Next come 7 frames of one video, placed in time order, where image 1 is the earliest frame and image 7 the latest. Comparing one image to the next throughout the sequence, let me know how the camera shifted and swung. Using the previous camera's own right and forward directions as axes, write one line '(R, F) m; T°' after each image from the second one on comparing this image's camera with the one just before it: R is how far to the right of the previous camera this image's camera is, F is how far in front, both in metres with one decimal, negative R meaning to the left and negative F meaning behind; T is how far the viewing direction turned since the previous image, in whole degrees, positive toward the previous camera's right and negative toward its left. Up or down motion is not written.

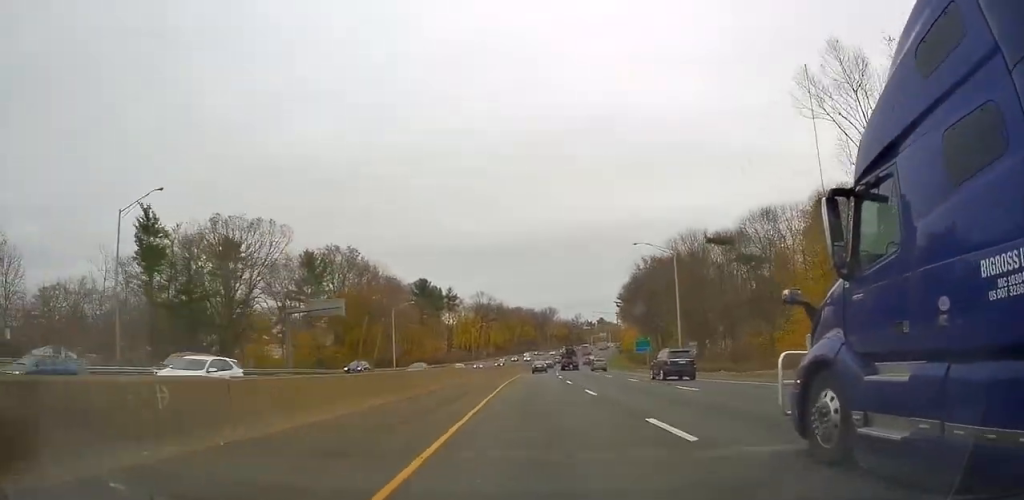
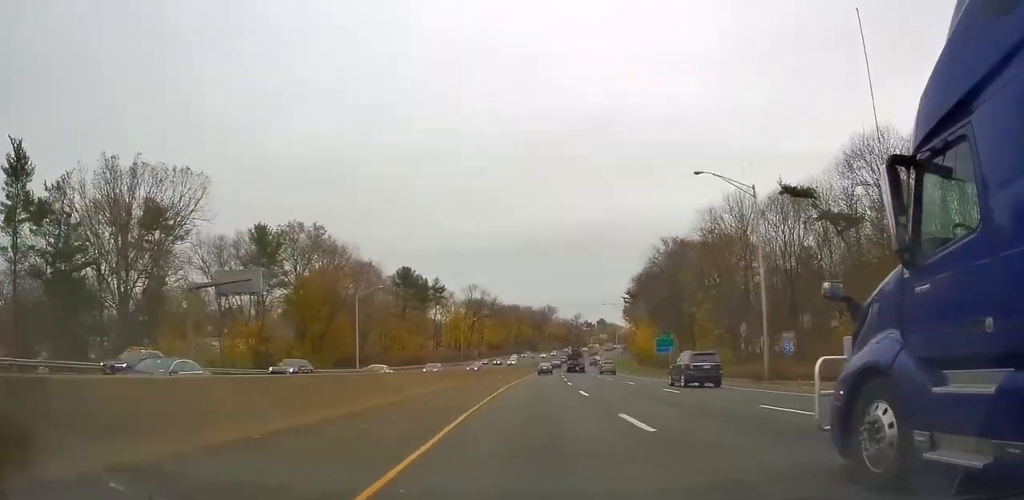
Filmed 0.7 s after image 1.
(+0.2, +21.9) m; 0°
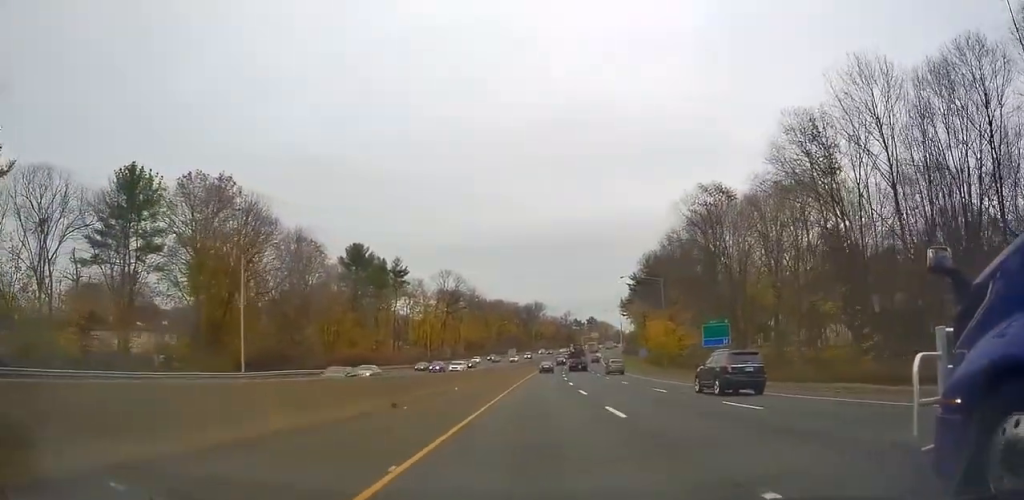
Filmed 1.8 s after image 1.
(-0.2, +33.1) m; 0°
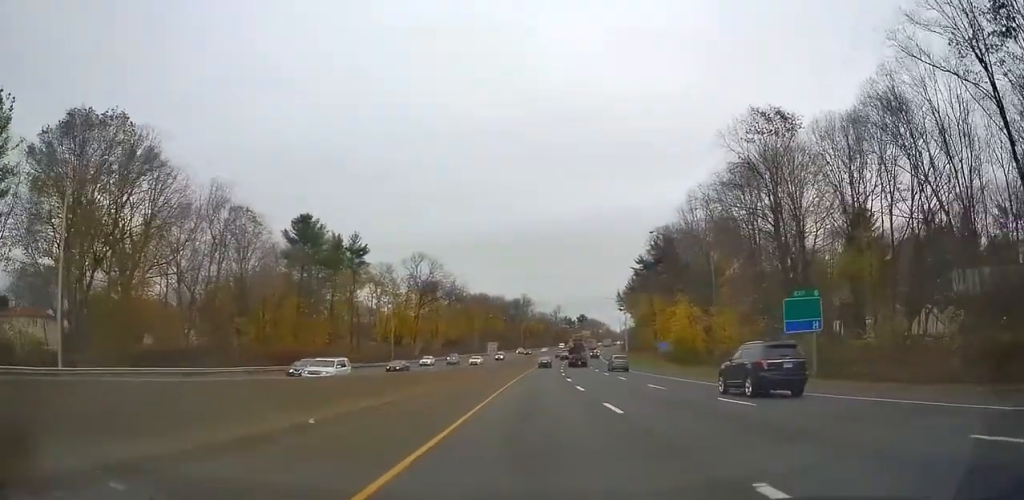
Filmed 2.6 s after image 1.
(+0.1, +23.9) m; +1°
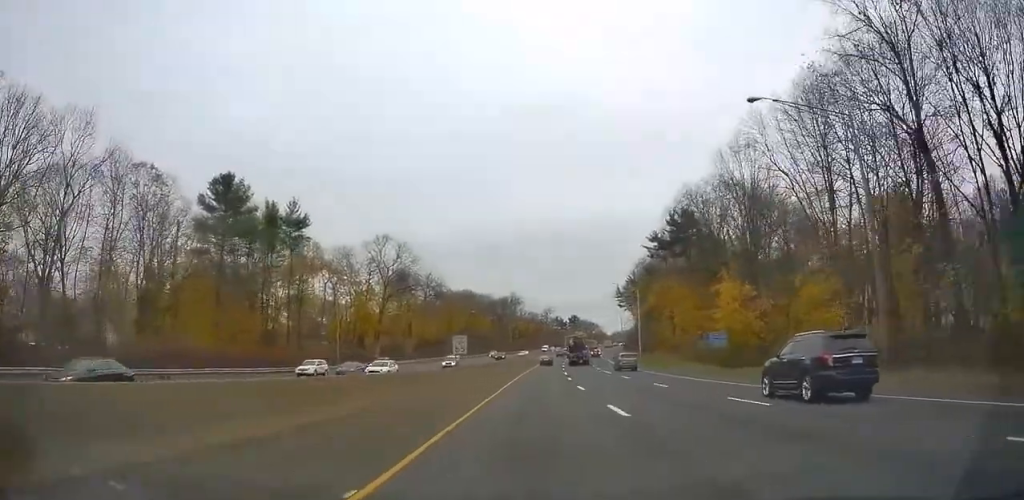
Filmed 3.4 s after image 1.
(+0.3, +24.8) m; +1°
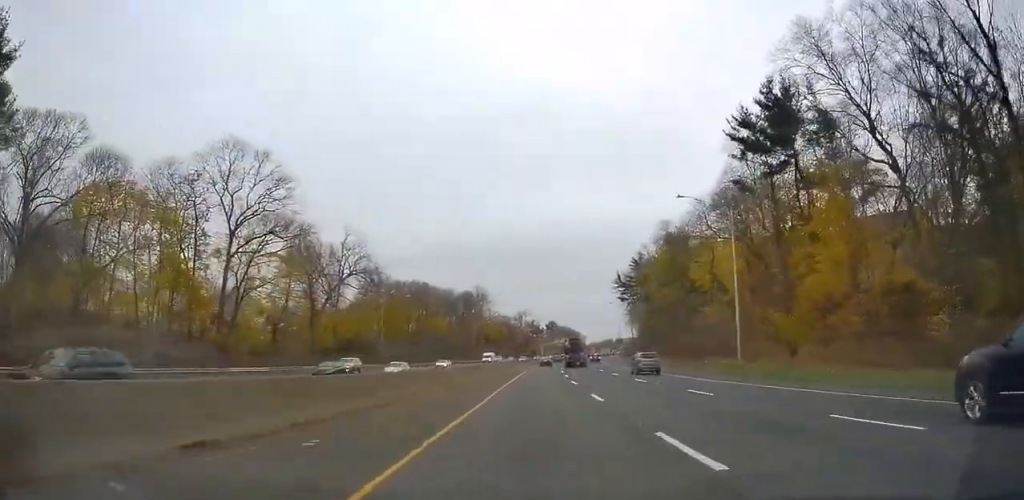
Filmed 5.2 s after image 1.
(+1.1, +54.6) m; +2°
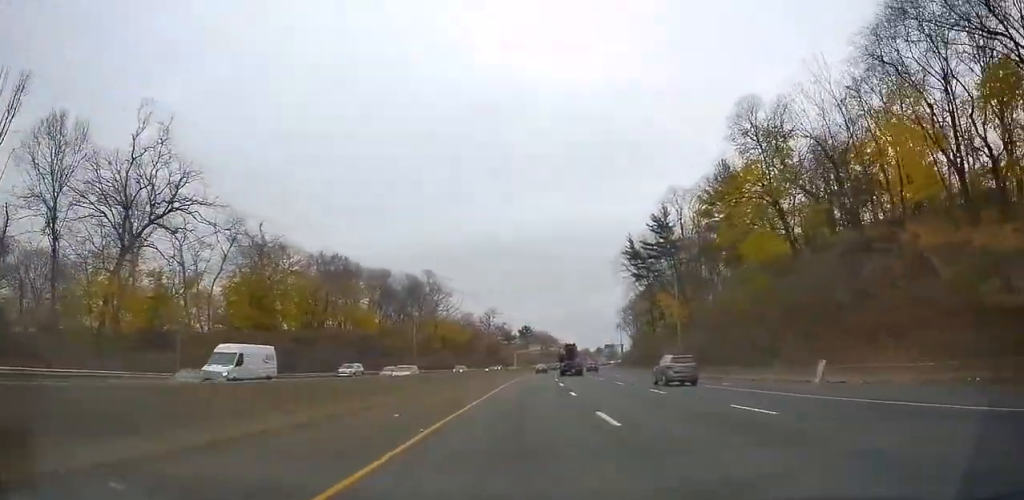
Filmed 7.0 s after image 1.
(+1.6, +54.7) m; +4°
